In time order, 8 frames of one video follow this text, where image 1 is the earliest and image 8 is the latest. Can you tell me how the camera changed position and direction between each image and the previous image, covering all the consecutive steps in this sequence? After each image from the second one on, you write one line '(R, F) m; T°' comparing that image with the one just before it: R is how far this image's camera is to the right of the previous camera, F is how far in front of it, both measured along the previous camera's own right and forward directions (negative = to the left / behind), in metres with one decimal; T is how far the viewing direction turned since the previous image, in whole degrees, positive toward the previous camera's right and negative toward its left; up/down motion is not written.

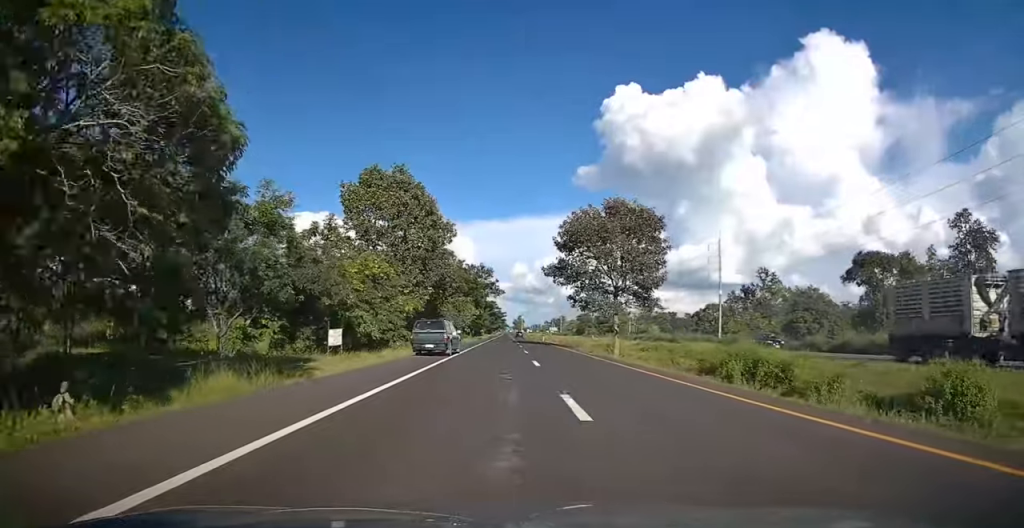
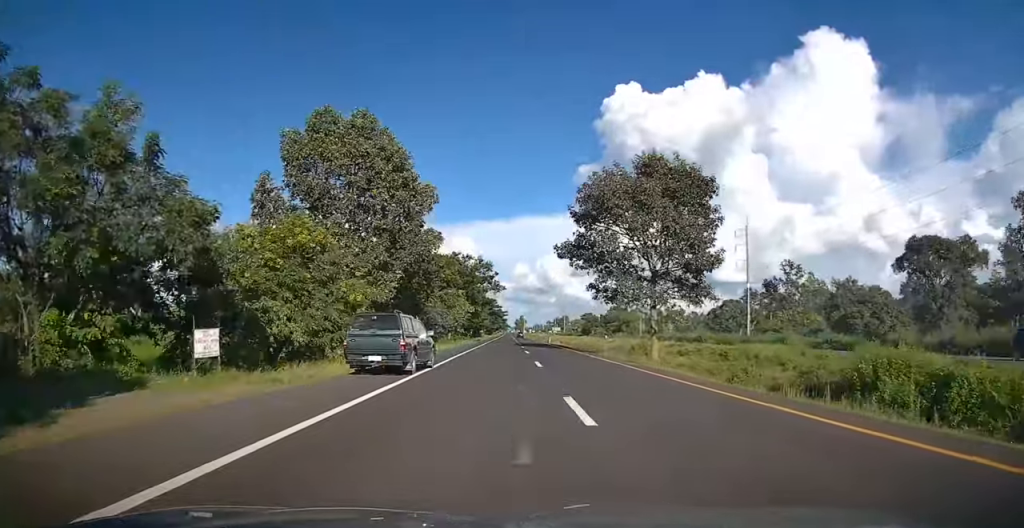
(-0.2, +12.3) m; 0°
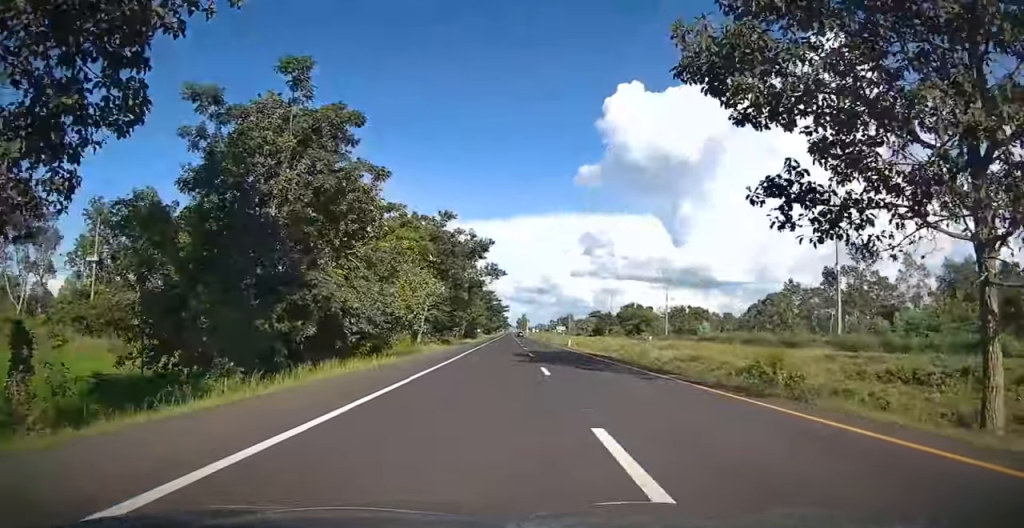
(+0.3, +27.0) m; 0°
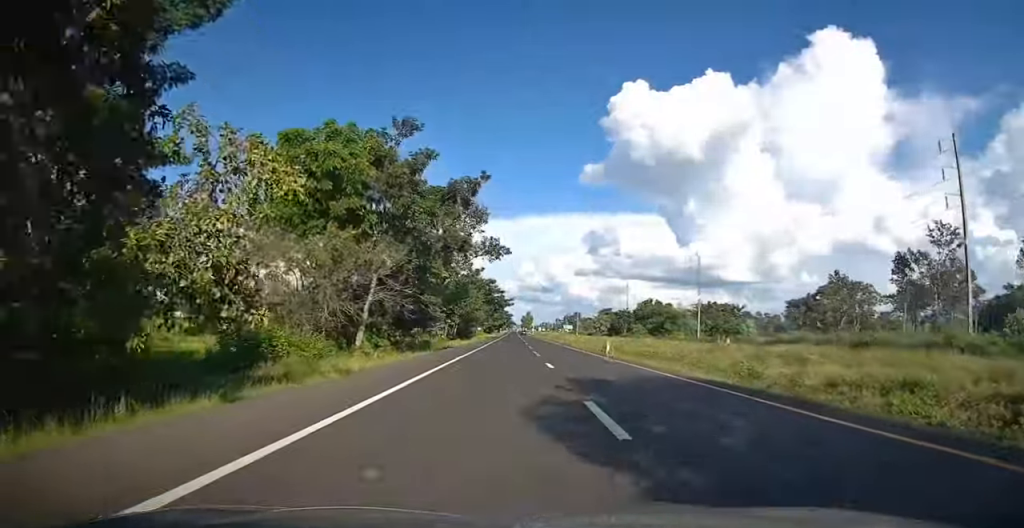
(-0.1, +21.6) m; 0°
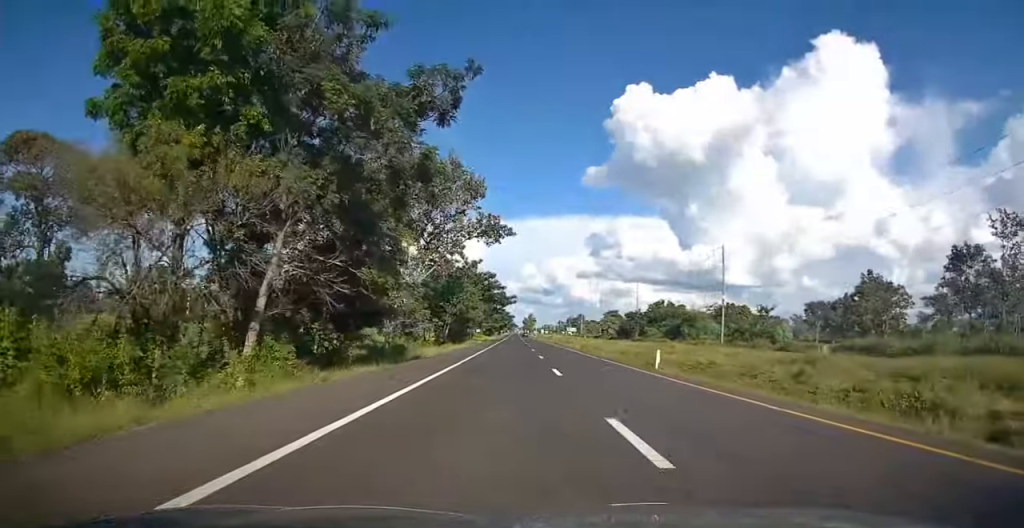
(-0.1, +12.9) m; 0°
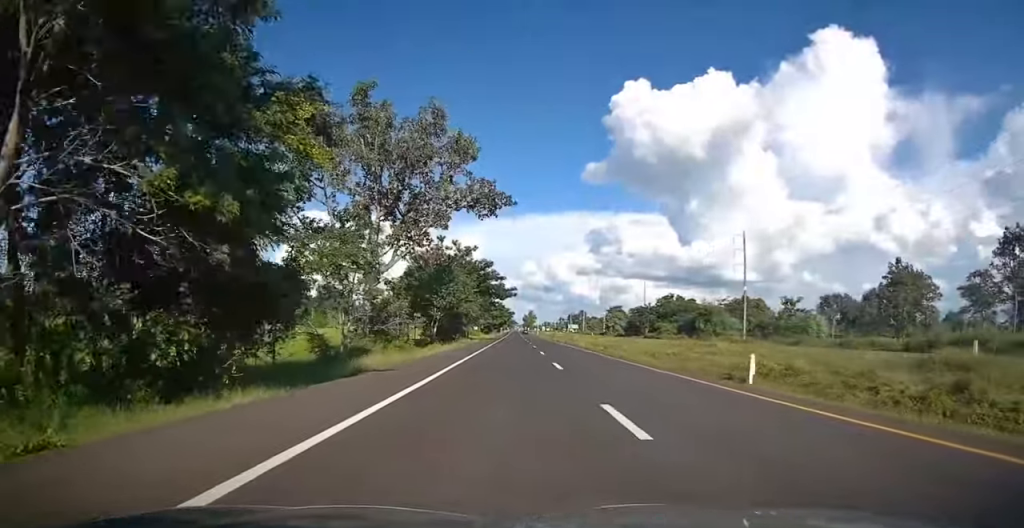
(+0.1, +10.7) m; 0°
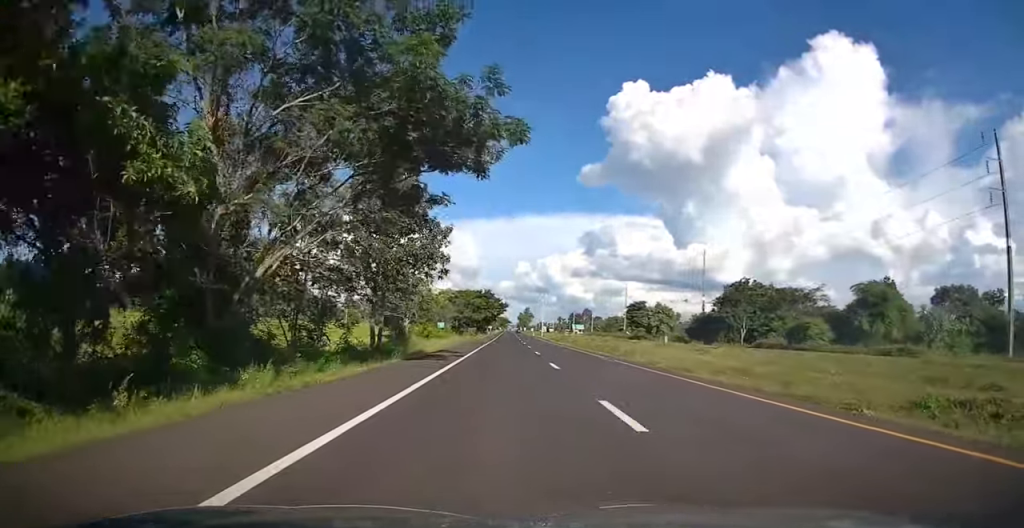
(+0.5, +59.5) m; +1°
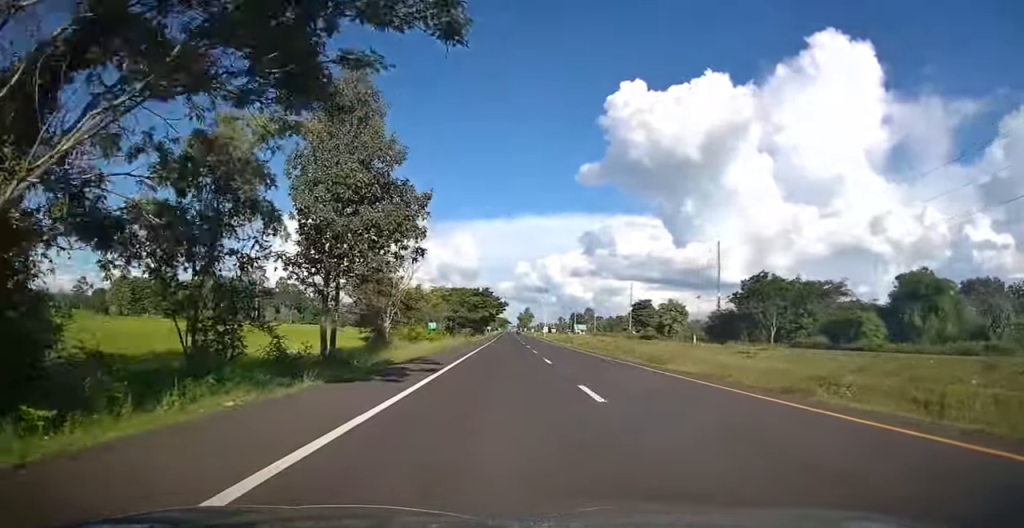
(0.0, +9.1) m; 0°
